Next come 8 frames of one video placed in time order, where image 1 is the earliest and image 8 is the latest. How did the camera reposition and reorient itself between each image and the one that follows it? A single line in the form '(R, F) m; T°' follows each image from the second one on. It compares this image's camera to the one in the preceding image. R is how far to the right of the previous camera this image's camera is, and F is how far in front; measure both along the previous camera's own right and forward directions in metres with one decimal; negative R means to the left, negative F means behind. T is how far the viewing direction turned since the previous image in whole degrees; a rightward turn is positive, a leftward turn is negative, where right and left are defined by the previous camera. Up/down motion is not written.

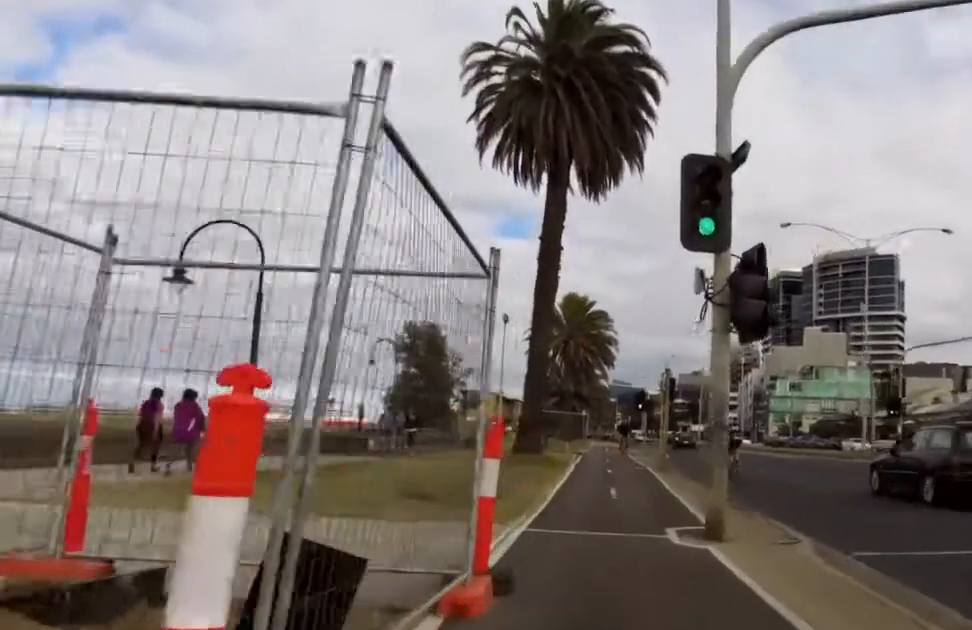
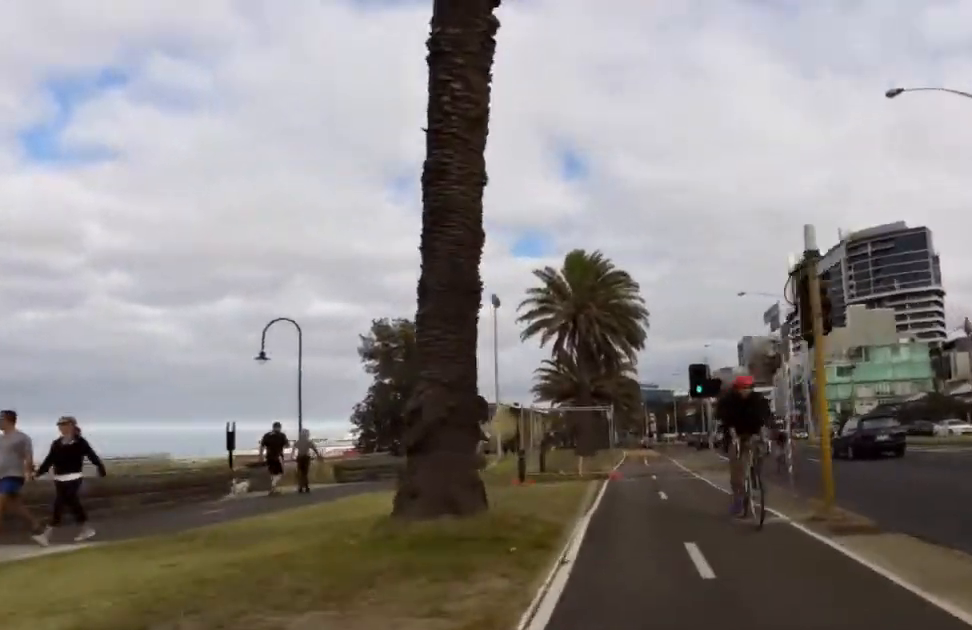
(0.0, +15.7) m; -2°
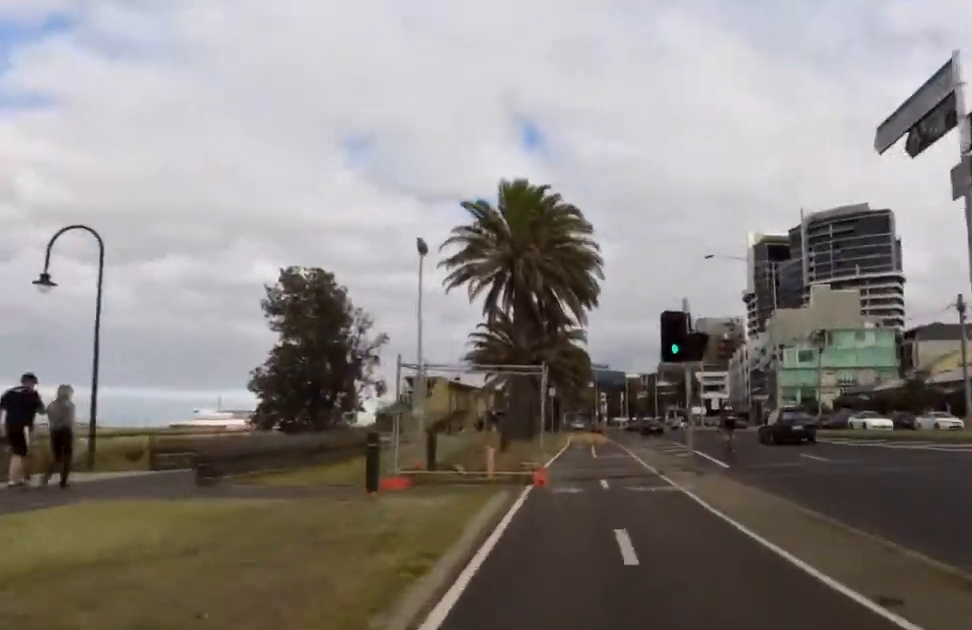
(+0.5, +7.5) m; 0°
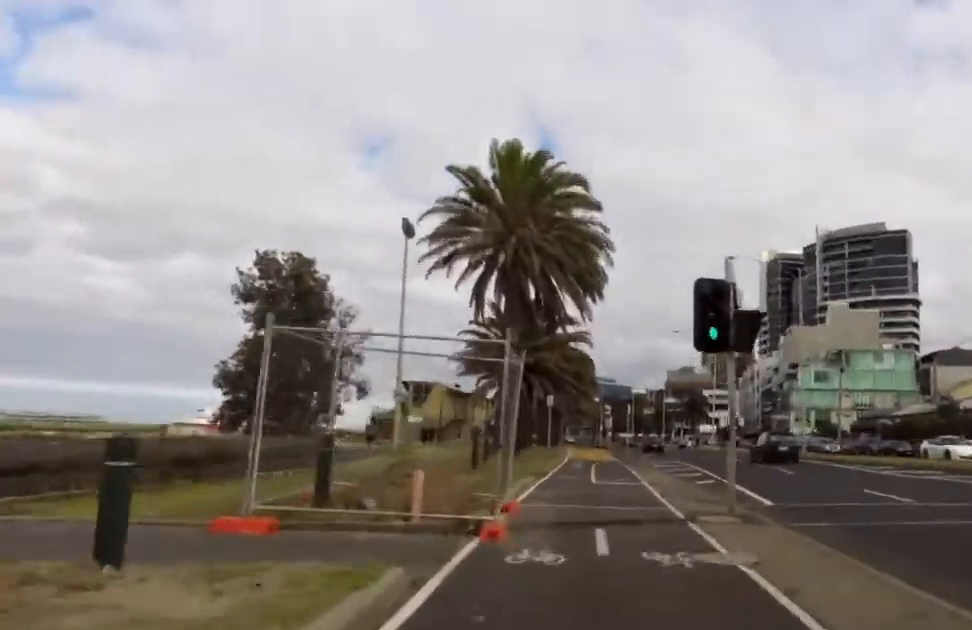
(-0.3, +5.1) m; +2°
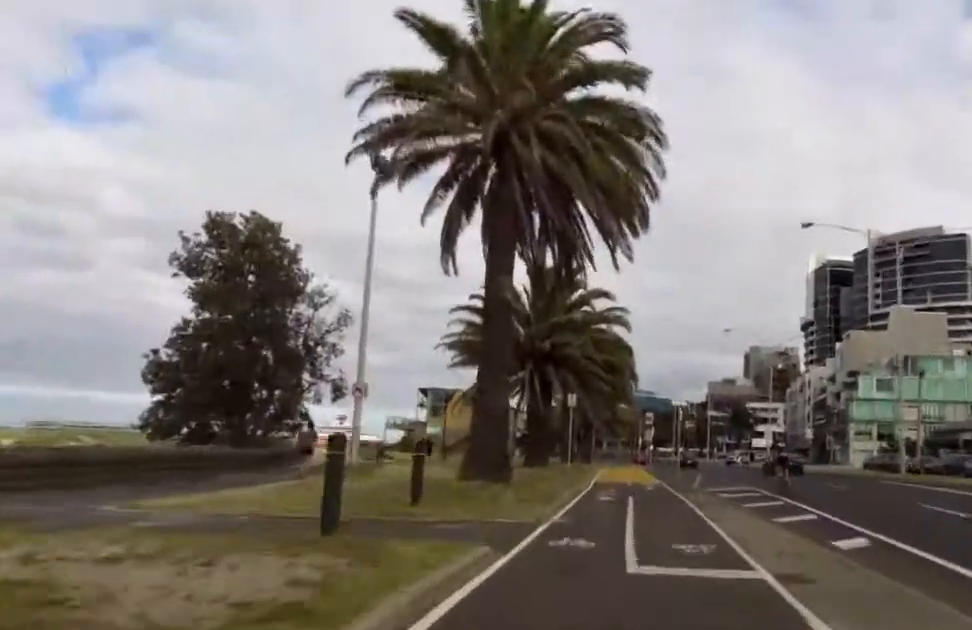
(+0.6, +10.7) m; +2°
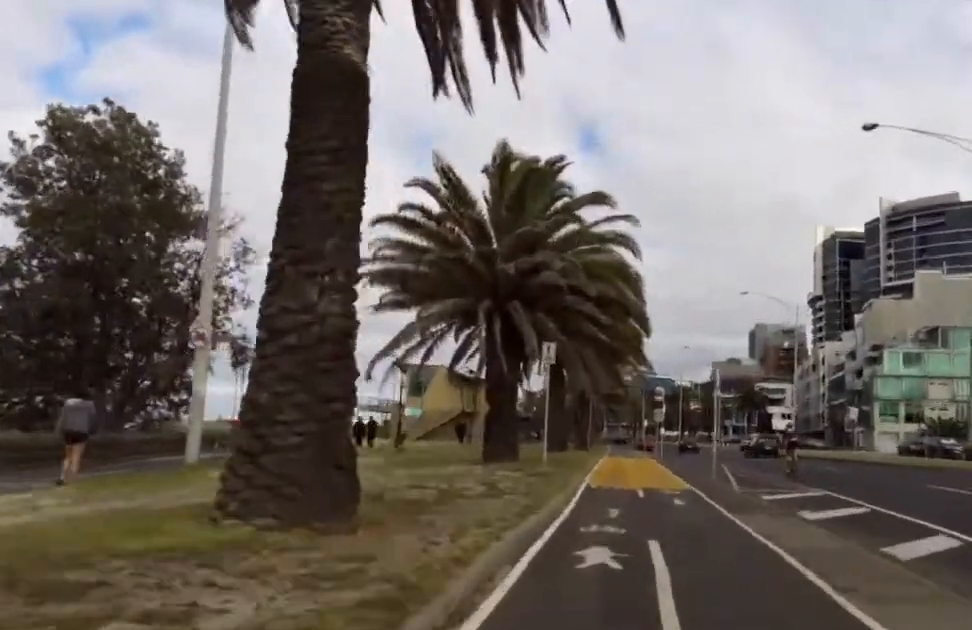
(-0.6, +9.5) m; 0°
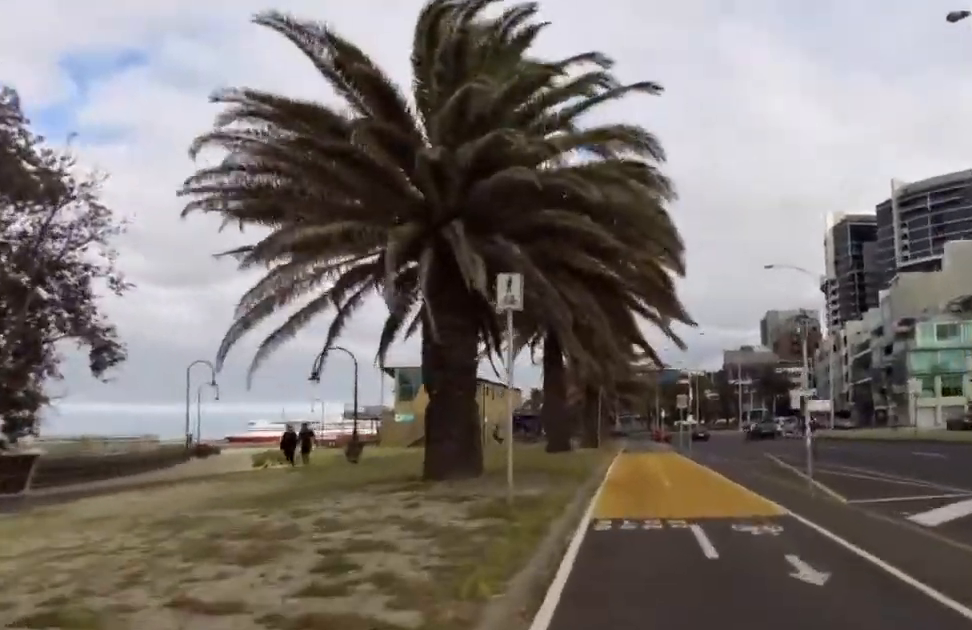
(+0.6, +7.8) m; 0°
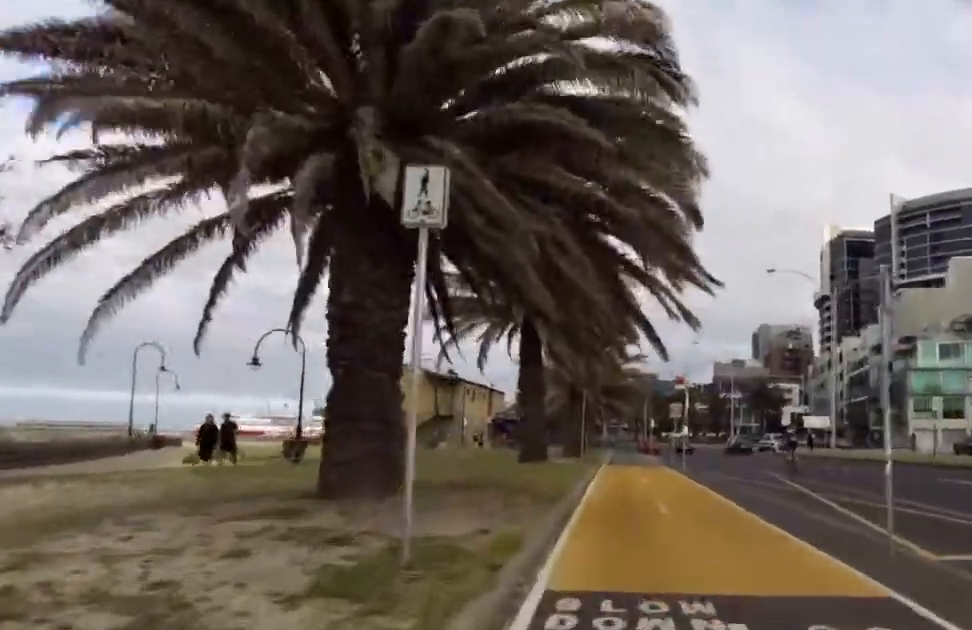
(+0.2, +3.7) m; -1°
